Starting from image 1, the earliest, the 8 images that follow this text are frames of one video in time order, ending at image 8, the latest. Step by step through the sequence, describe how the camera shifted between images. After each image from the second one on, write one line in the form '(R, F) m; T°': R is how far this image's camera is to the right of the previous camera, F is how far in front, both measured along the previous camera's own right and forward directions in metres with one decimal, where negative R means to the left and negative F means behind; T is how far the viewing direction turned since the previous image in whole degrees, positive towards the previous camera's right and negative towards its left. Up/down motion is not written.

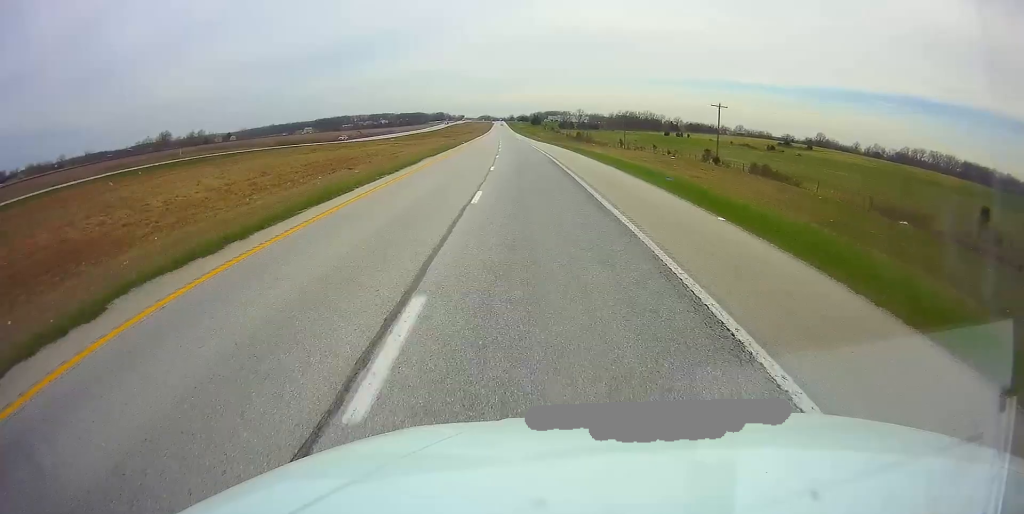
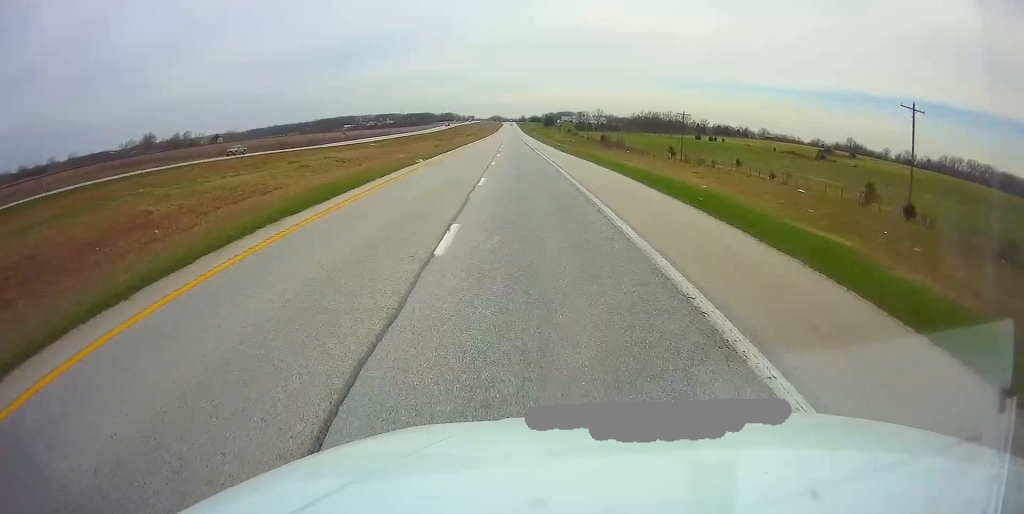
(-0.4, +42.7) m; -1°
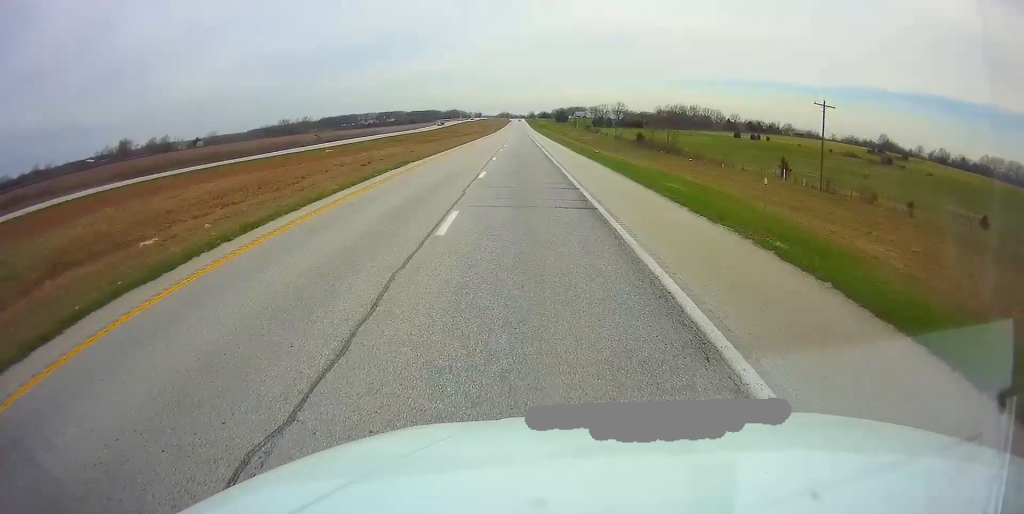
(-0.3, +46.9) m; -1°
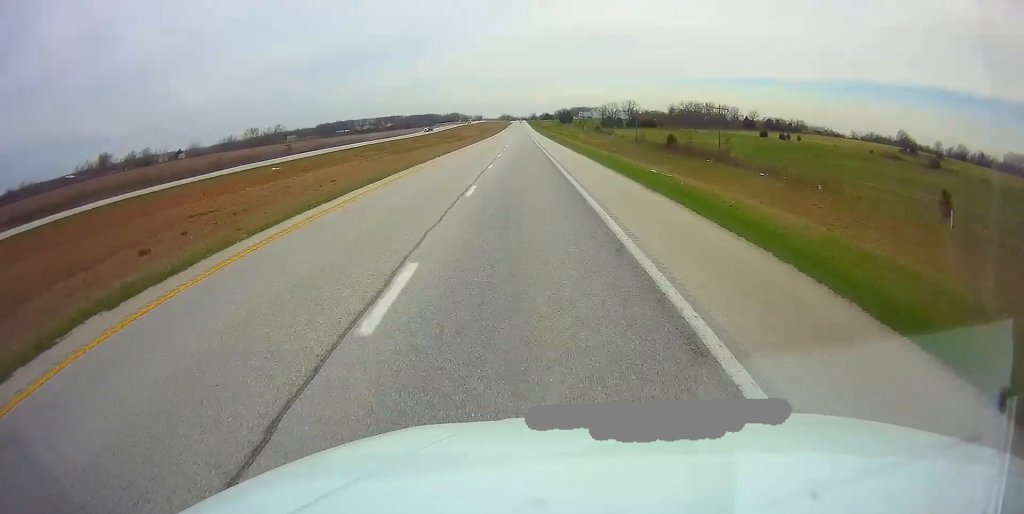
(-0.1, +29.2) m; 0°
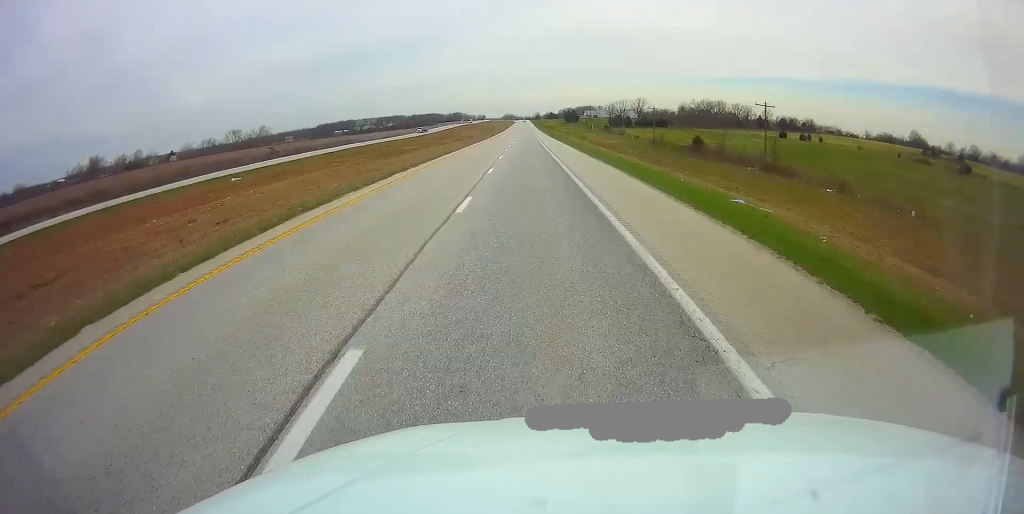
(0.0, +15.6) m; 0°
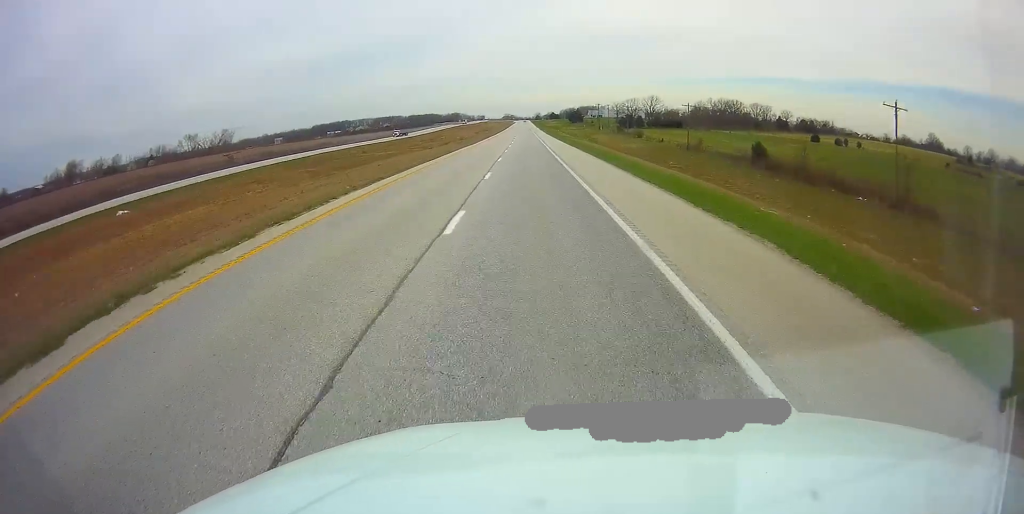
(+0.1, +27.0) m; 0°
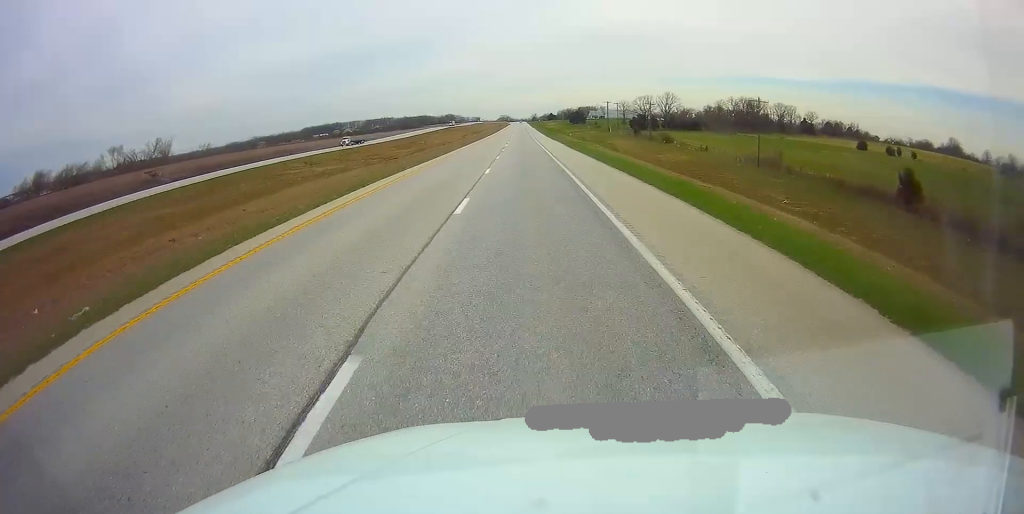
(+0.1, +33.2) m; -1°
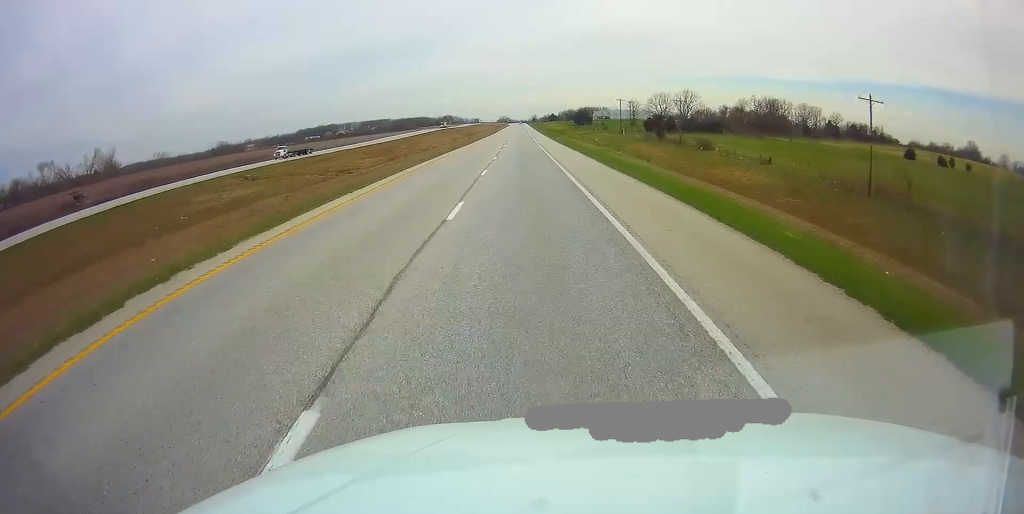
(-0.4, +24.9) m; 0°
